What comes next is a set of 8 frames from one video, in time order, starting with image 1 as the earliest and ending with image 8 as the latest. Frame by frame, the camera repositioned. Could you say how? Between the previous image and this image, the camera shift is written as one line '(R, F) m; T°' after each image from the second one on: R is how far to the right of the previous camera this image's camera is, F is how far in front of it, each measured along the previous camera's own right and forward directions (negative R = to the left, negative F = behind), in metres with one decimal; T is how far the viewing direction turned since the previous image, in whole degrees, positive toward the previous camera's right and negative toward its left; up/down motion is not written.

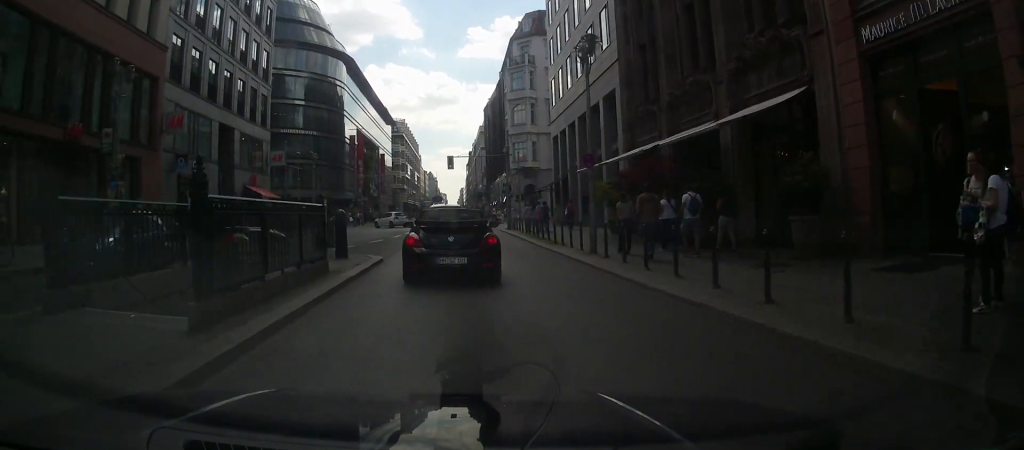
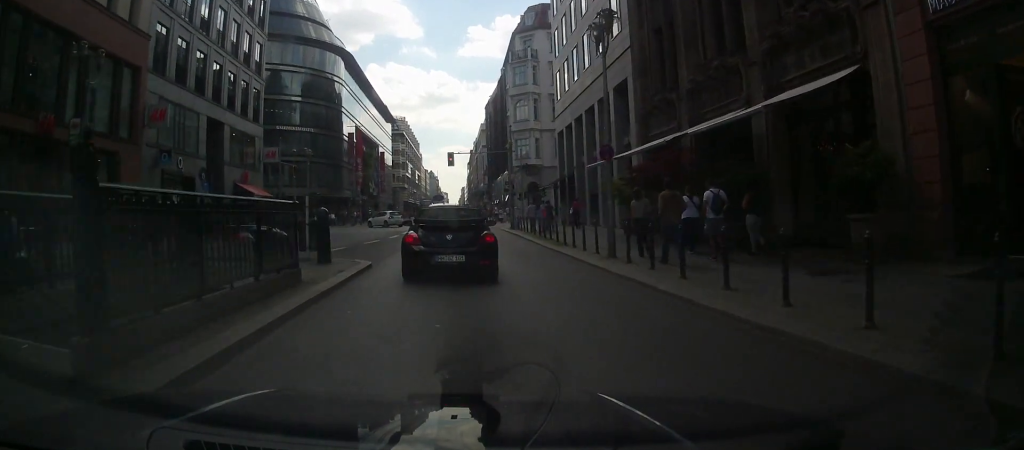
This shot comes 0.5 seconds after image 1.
(0.0, +1.1) m; -1°
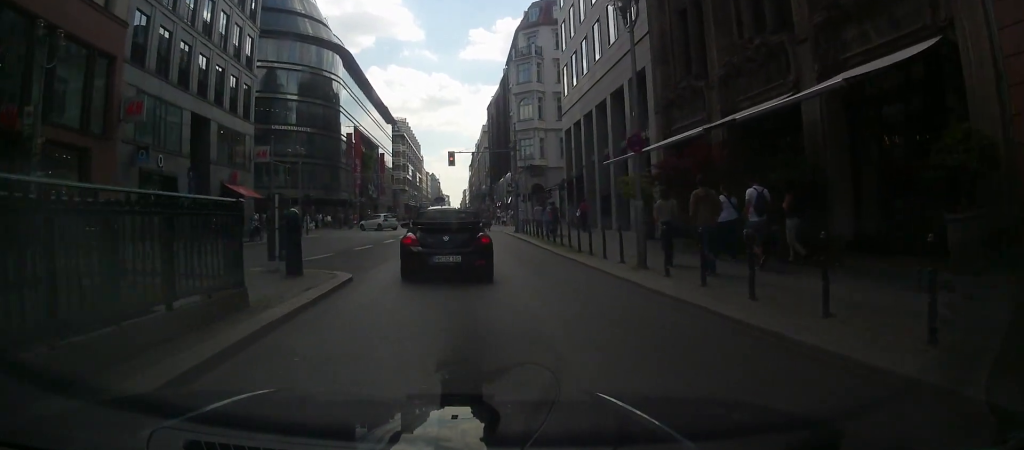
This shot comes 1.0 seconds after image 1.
(0.0, +1.5) m; -1°
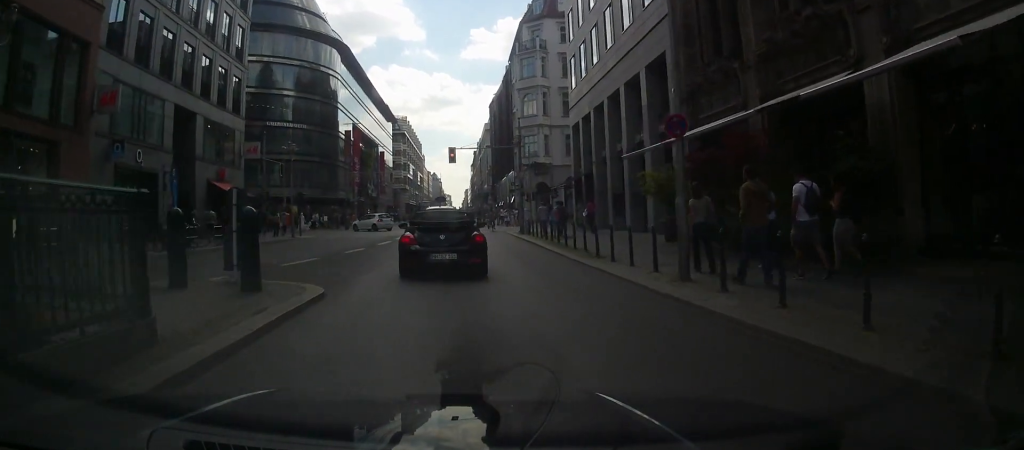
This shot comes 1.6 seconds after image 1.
(0.0, +1.8) m; 0°
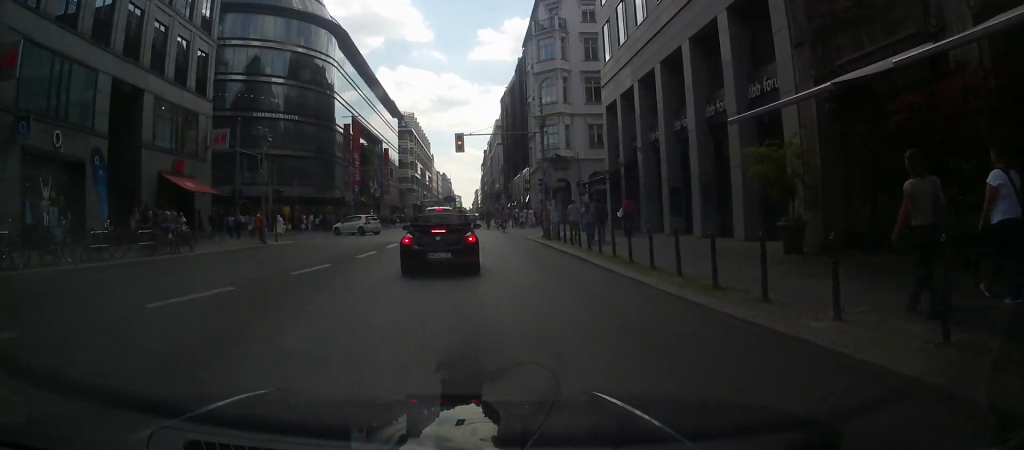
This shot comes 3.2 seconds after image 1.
(-0.2, +7.3) m; -6°
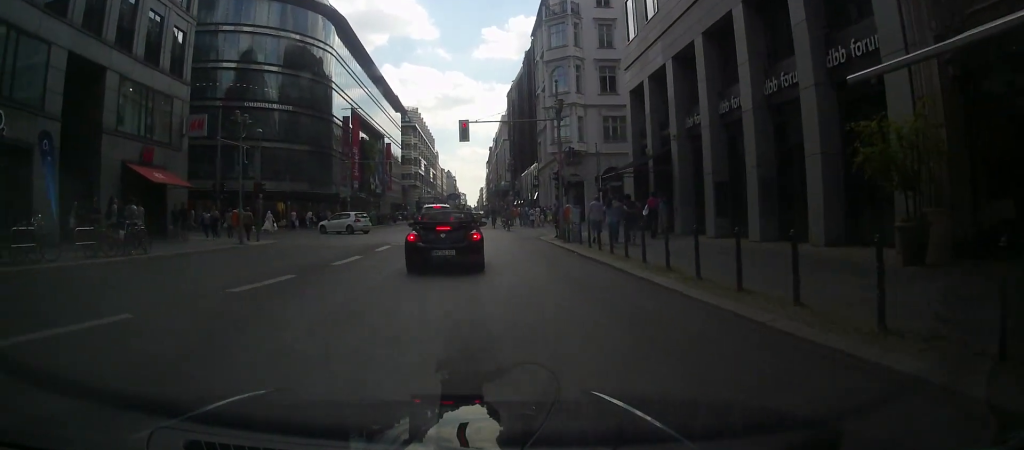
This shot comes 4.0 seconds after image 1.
(-0.2, +4.5) m; -4°
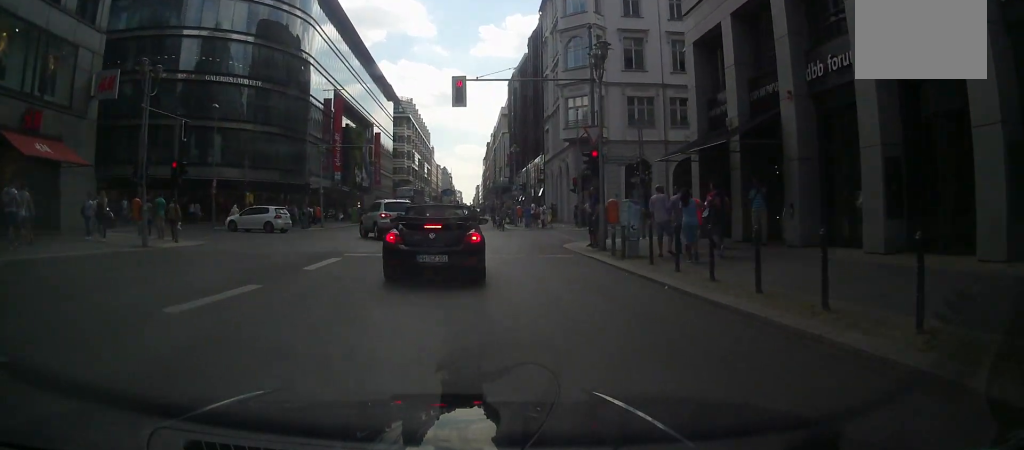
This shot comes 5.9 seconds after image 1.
(+0.1, +10.8) m; +4°
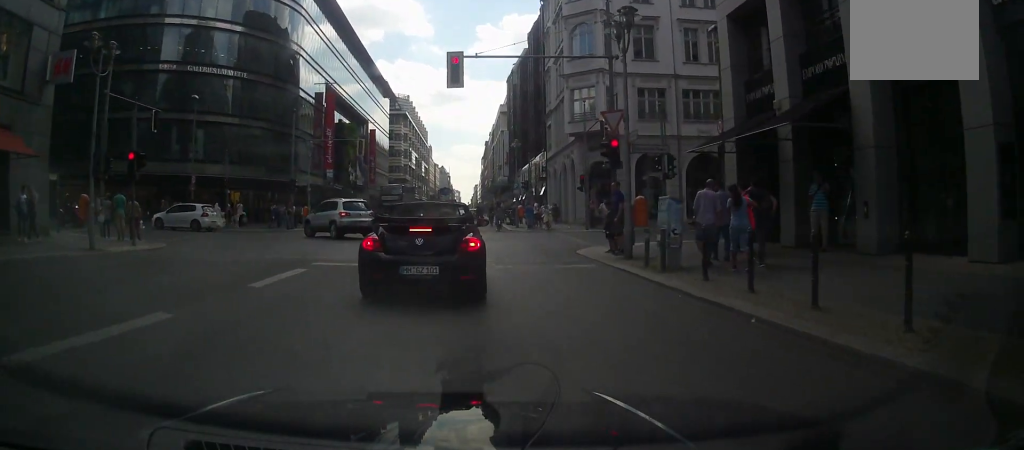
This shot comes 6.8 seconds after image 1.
(0.0, +4.8) m; +3°
